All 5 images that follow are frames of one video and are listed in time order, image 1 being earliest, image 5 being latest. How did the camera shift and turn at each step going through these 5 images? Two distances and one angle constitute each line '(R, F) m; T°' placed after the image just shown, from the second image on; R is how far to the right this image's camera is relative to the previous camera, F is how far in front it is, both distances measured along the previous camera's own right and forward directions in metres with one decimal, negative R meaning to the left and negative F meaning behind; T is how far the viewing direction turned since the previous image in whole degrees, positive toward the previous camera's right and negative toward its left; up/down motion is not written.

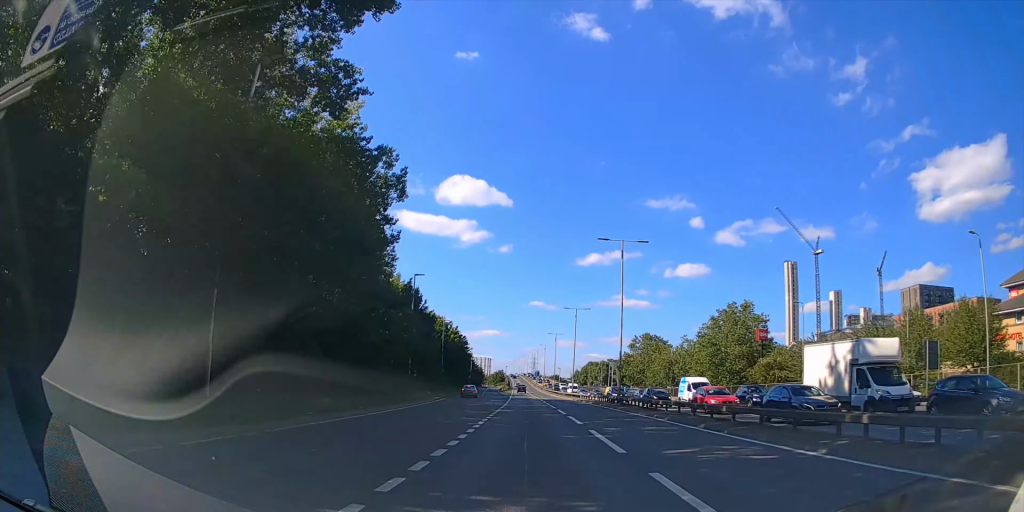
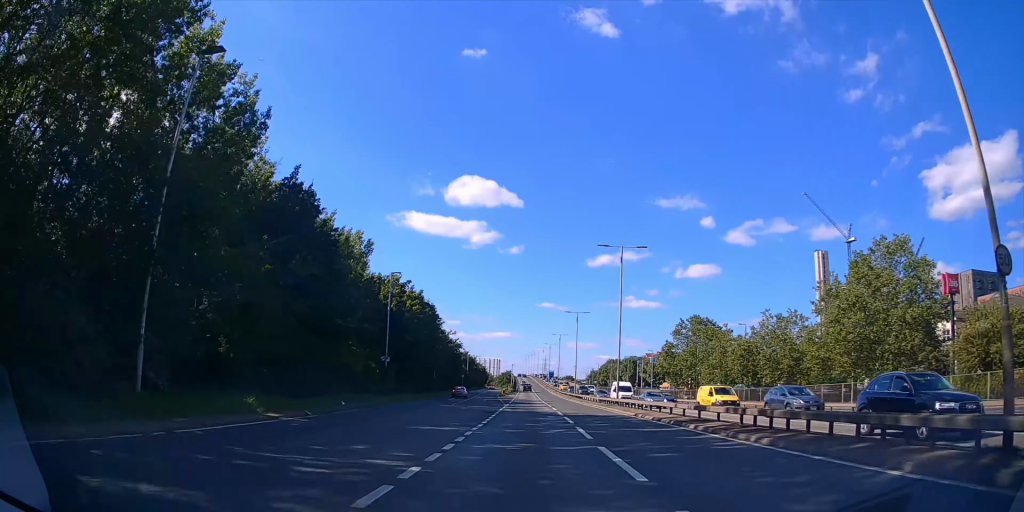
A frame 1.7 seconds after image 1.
(-0.7, +37.5) m; -1°
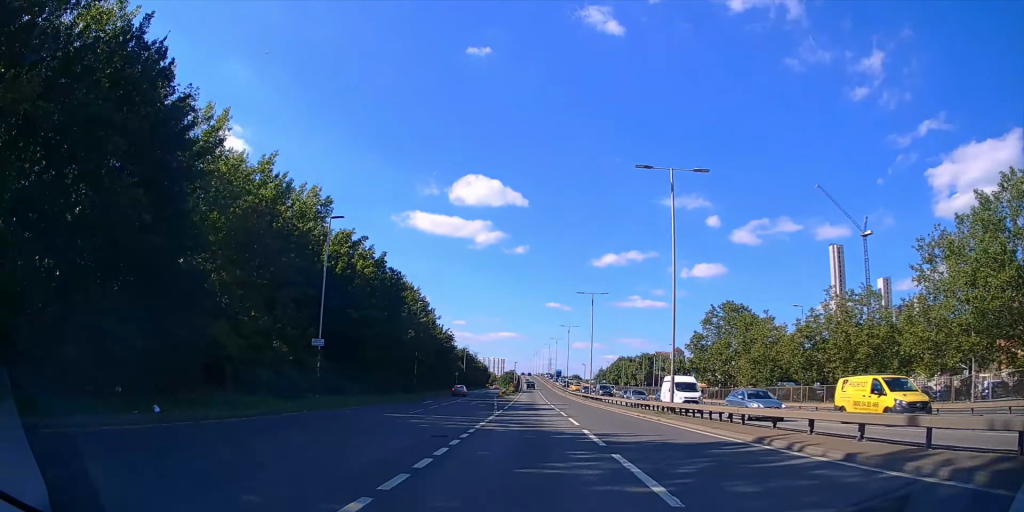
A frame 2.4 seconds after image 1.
(0.0, +16.2) m; 0°
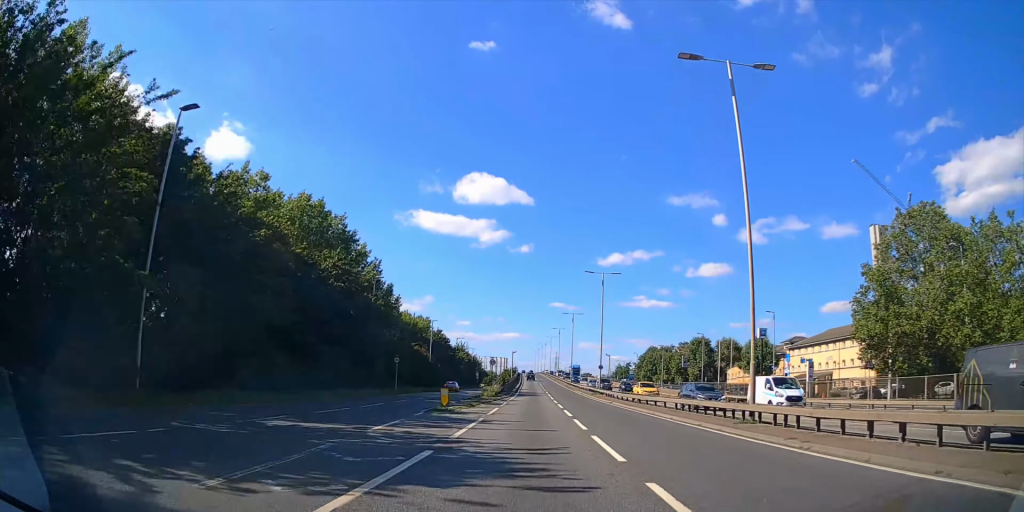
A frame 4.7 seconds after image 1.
(0.0, +51.0) m; -1°
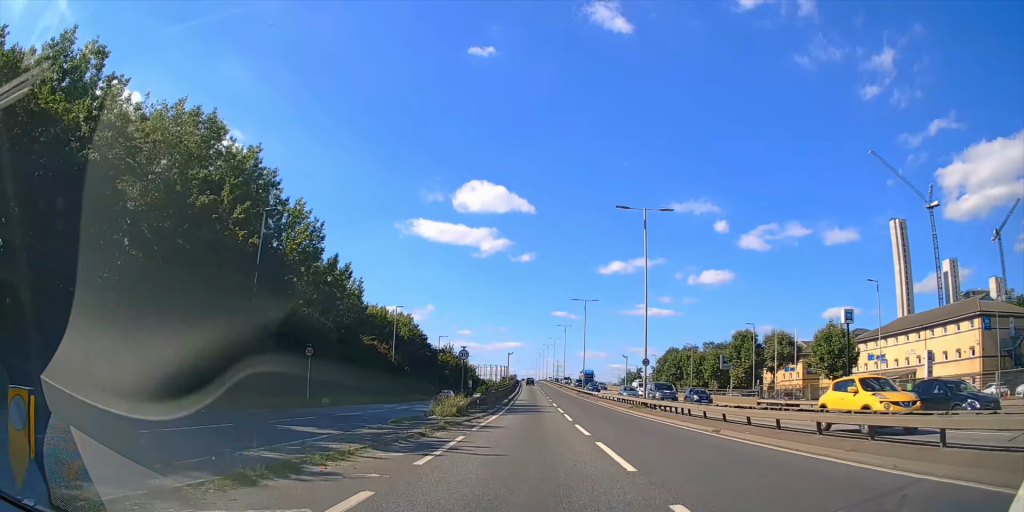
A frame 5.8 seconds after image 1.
(-0.2, +24.3) m; -1°
